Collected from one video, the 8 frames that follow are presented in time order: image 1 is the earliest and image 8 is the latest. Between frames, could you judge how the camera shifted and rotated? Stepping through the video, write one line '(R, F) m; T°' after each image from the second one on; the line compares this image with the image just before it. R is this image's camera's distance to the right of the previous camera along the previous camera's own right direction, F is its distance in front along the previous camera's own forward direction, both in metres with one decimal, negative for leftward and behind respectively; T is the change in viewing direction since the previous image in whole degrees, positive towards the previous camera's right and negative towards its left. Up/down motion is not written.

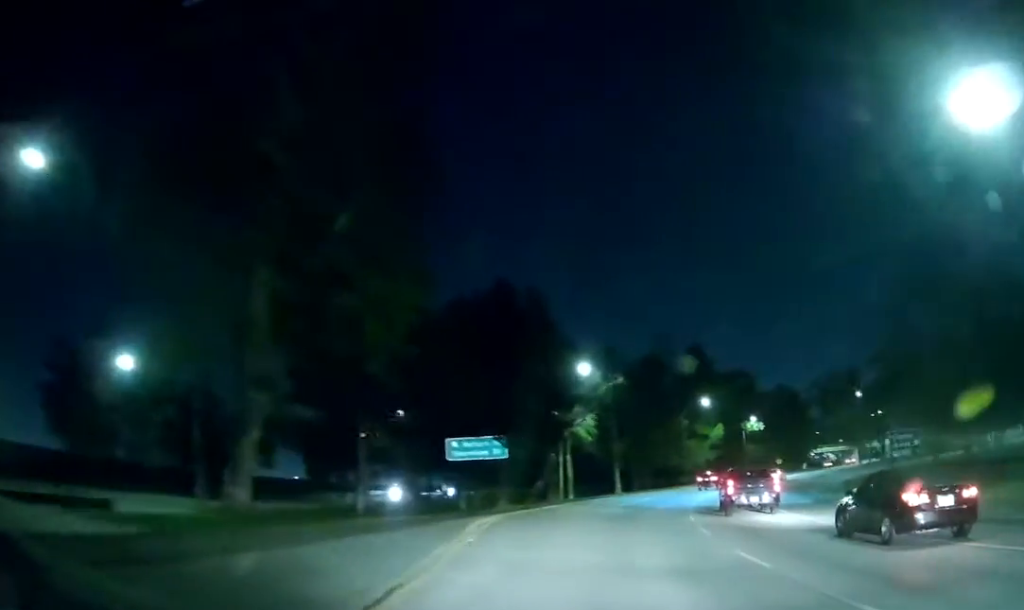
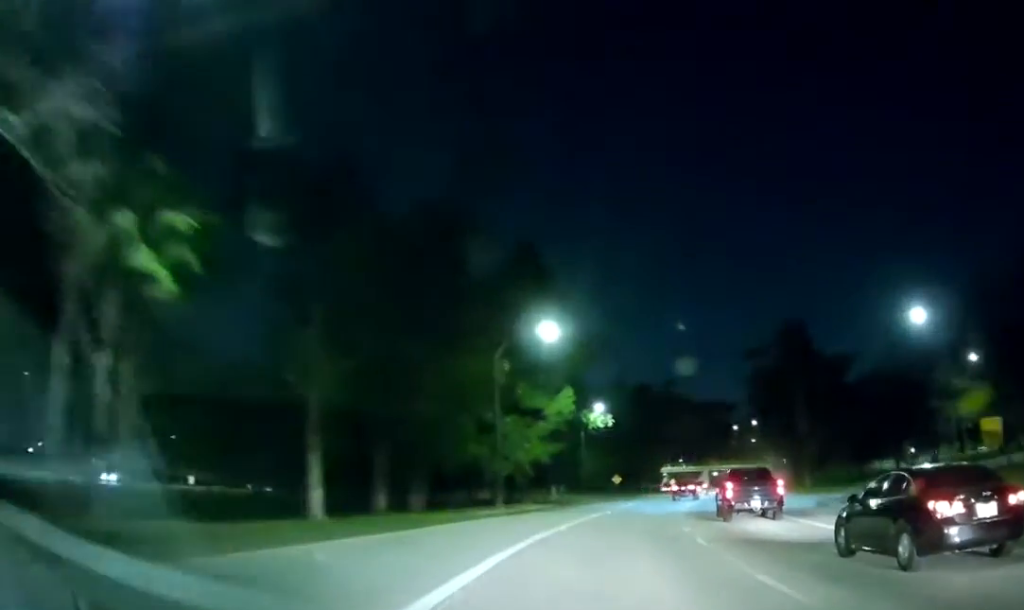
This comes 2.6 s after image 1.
(+12.5, +53.3) m; +23°
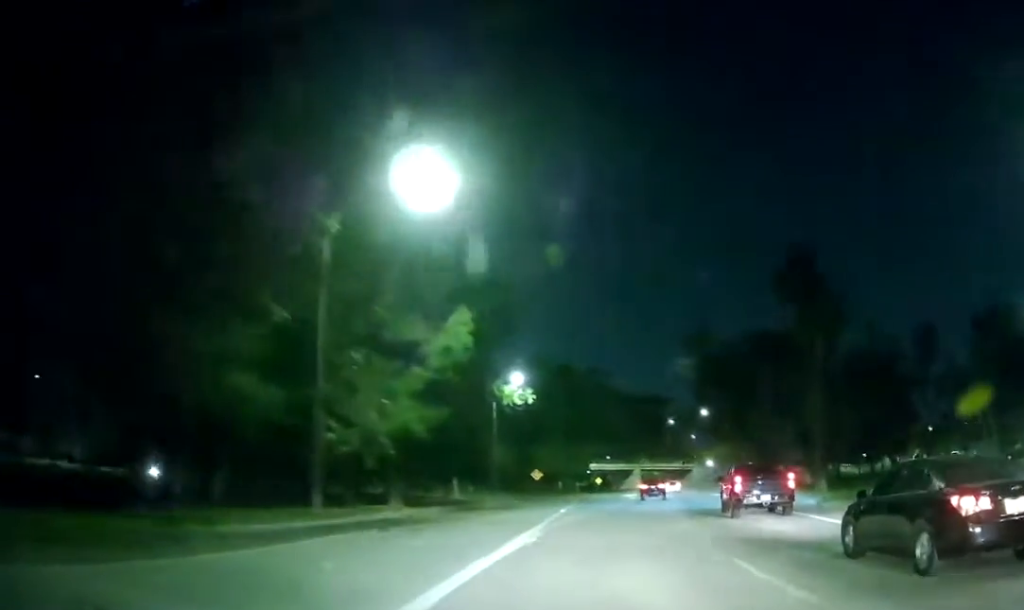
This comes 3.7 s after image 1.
(+0.5, +23.4) m; +1°
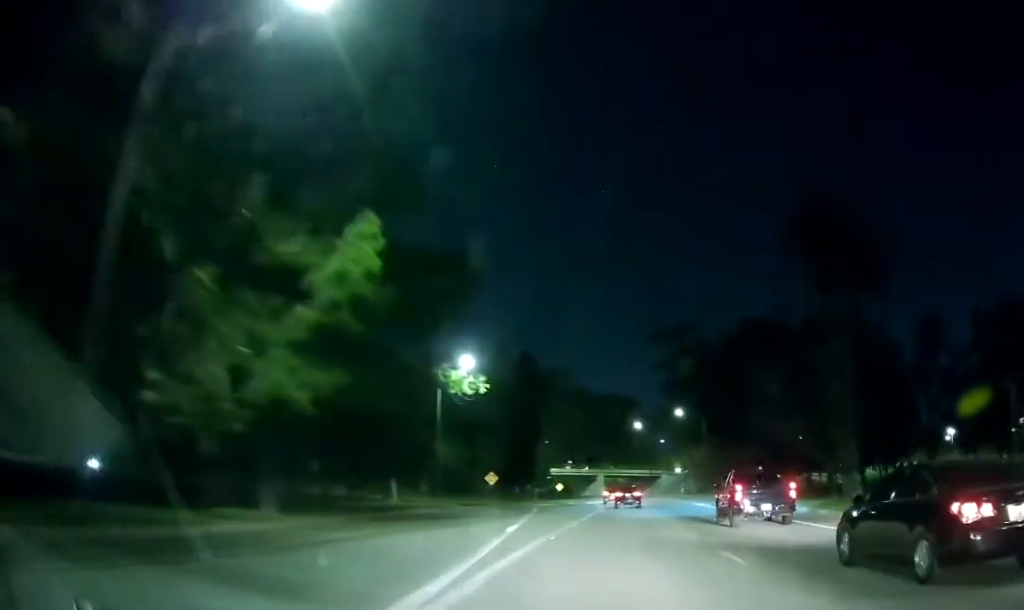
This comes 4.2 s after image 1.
(0.0, +11.3) m; +1°
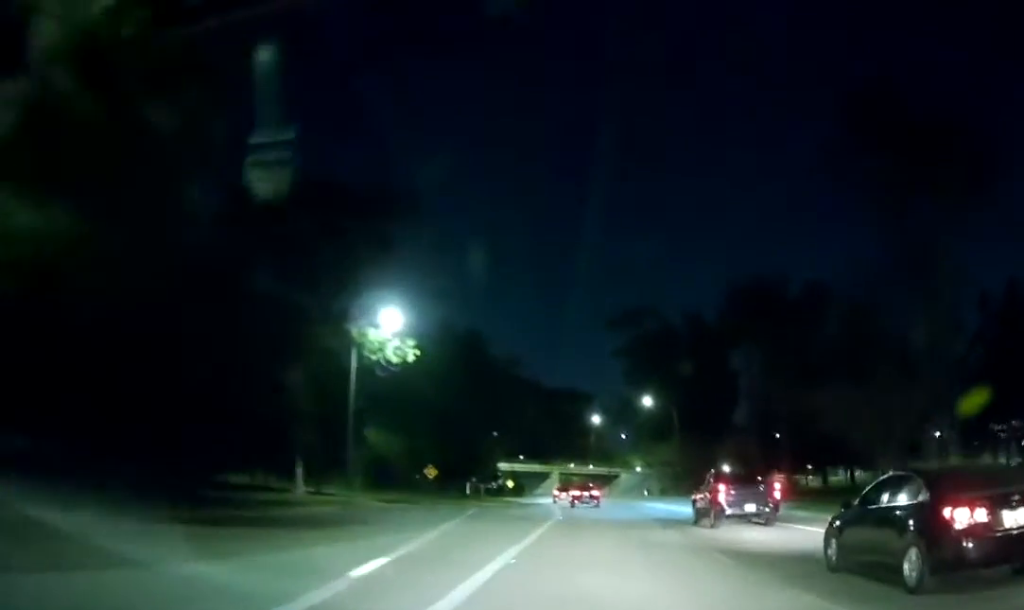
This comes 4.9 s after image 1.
(-0.2, +14.0) m; +2°
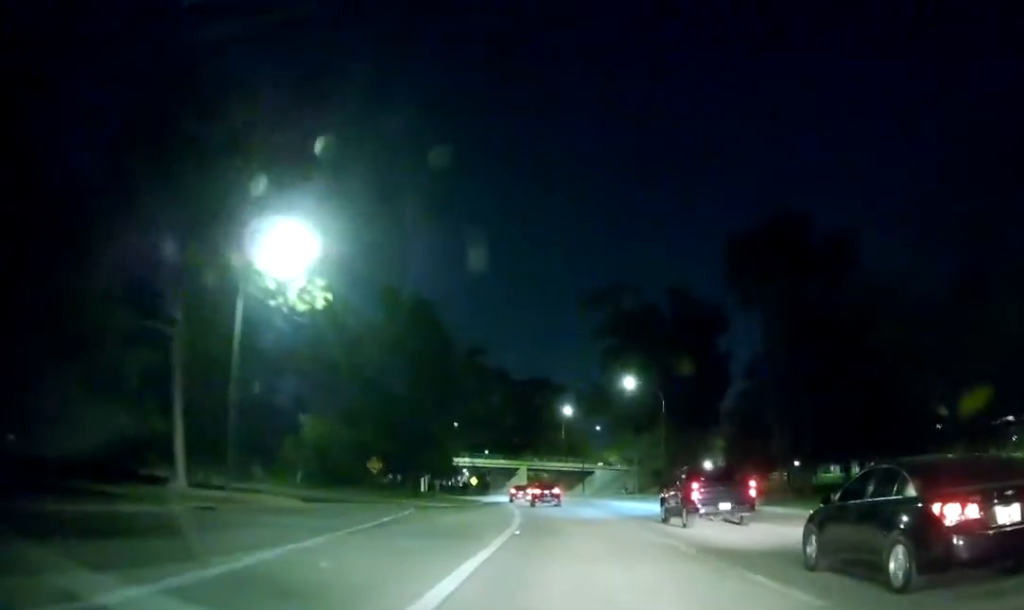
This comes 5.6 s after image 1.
(+0.6, +14.3) m; +6°
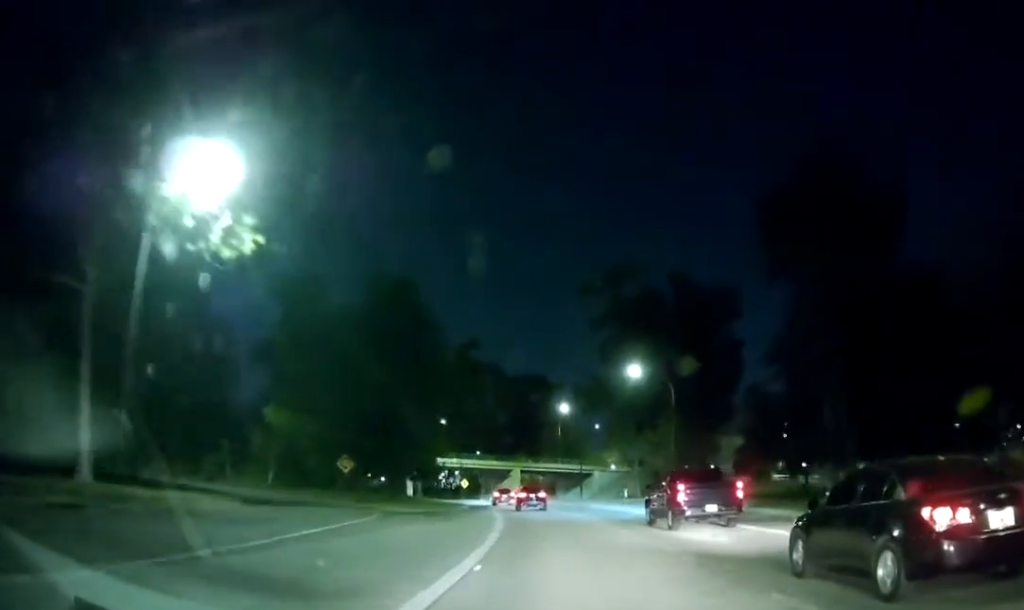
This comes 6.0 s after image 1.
(+0.1, +8.7) m; +3°
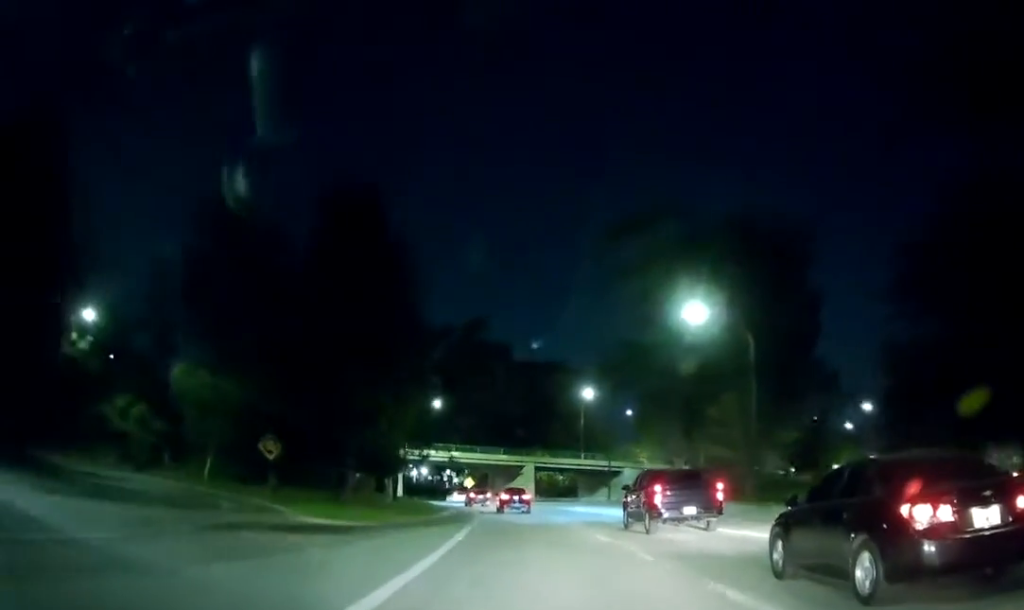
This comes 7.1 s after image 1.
(+1.5, +21.2) m; +2°
